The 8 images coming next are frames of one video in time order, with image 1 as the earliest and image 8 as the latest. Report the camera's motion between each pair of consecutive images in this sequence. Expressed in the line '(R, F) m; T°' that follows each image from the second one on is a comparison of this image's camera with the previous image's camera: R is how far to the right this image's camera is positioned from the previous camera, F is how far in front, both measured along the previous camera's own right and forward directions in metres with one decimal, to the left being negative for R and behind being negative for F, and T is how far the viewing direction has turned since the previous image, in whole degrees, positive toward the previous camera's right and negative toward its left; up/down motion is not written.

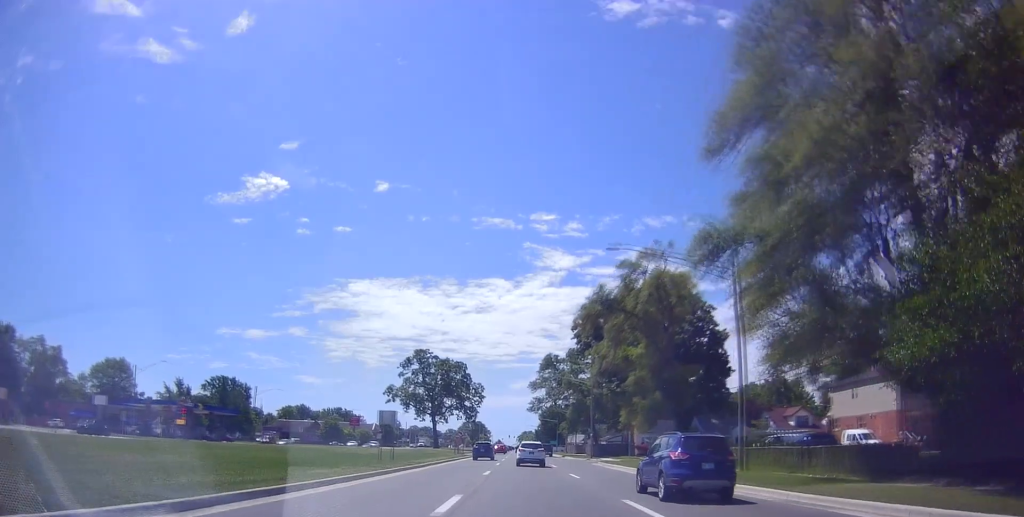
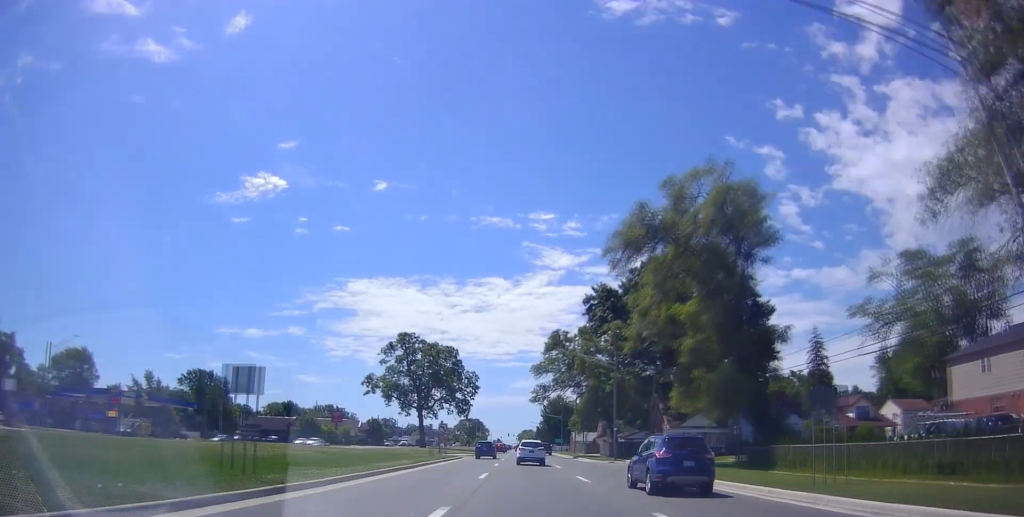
(-0.8, +17.8) m; 0°
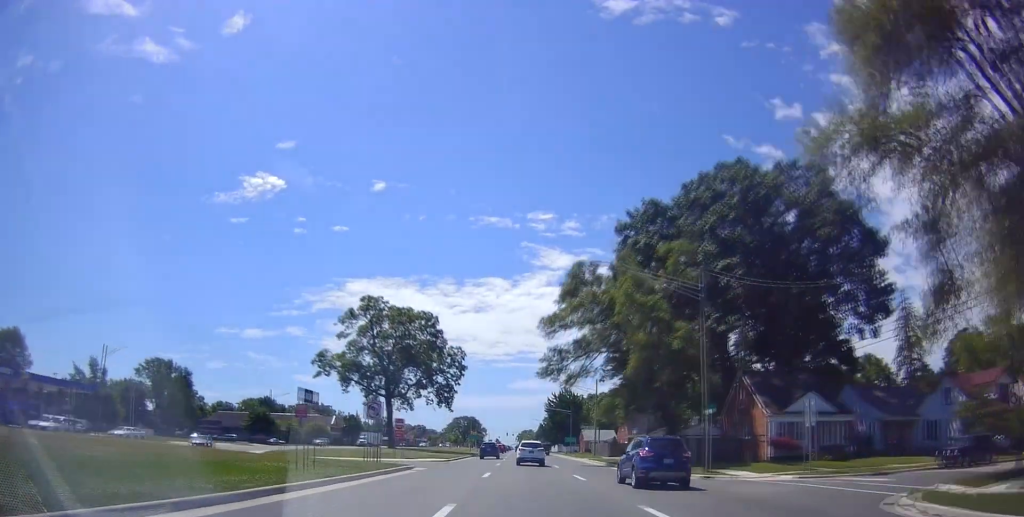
(+0.8, +27.7) m; +1°
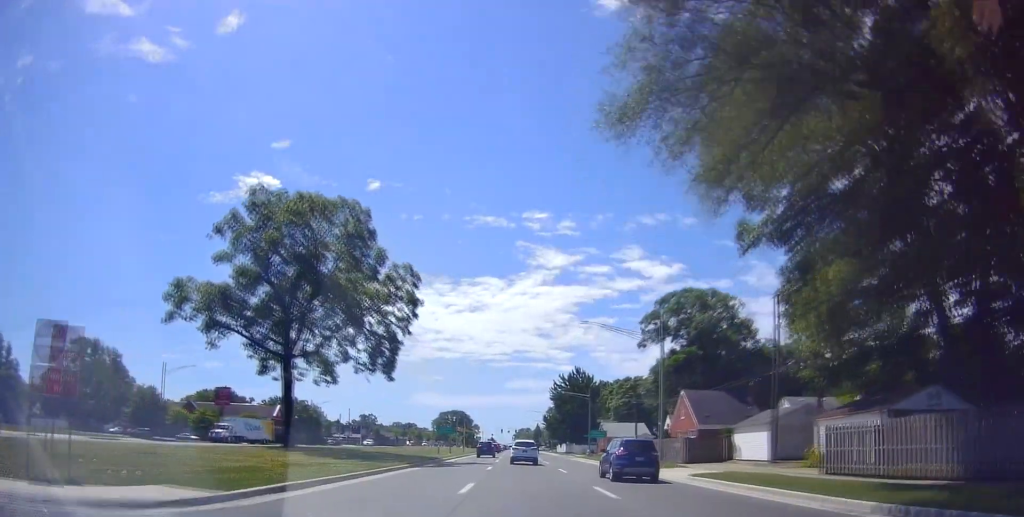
(+0.4, +38.1) m; 0°
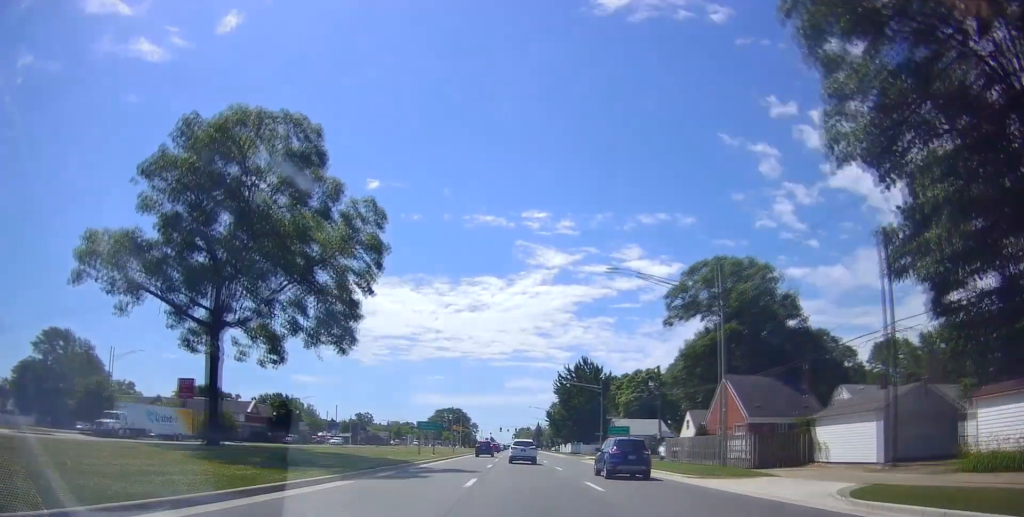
(+0.1, +12.8) m; -1°
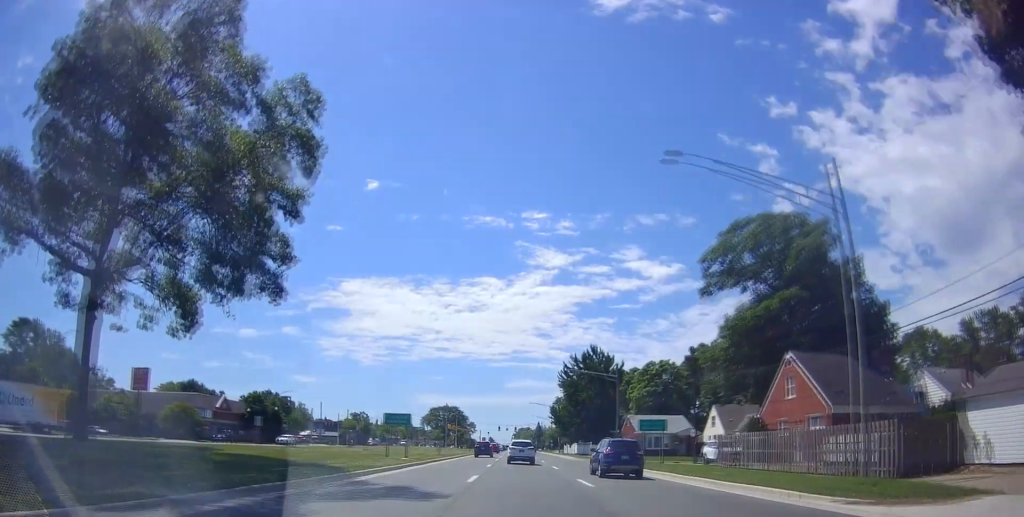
(-0.5, +12.9) m; 0°
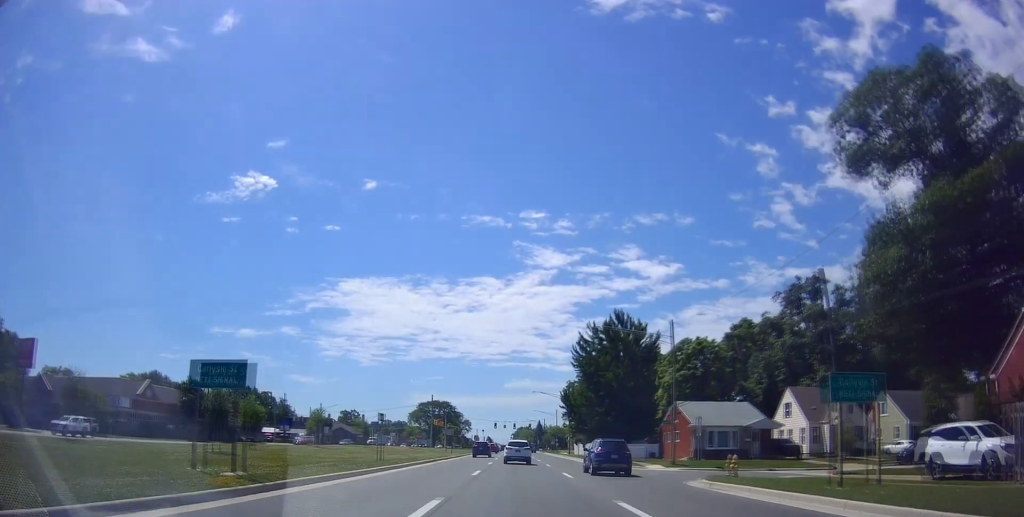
(+0.6, +24.7) m; +2°
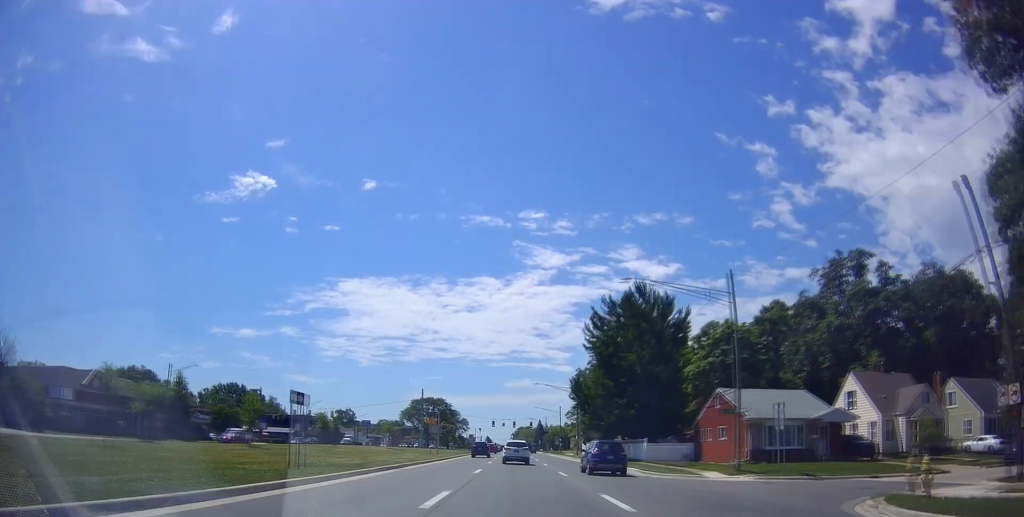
(0.0, +12.8) m; 0°
